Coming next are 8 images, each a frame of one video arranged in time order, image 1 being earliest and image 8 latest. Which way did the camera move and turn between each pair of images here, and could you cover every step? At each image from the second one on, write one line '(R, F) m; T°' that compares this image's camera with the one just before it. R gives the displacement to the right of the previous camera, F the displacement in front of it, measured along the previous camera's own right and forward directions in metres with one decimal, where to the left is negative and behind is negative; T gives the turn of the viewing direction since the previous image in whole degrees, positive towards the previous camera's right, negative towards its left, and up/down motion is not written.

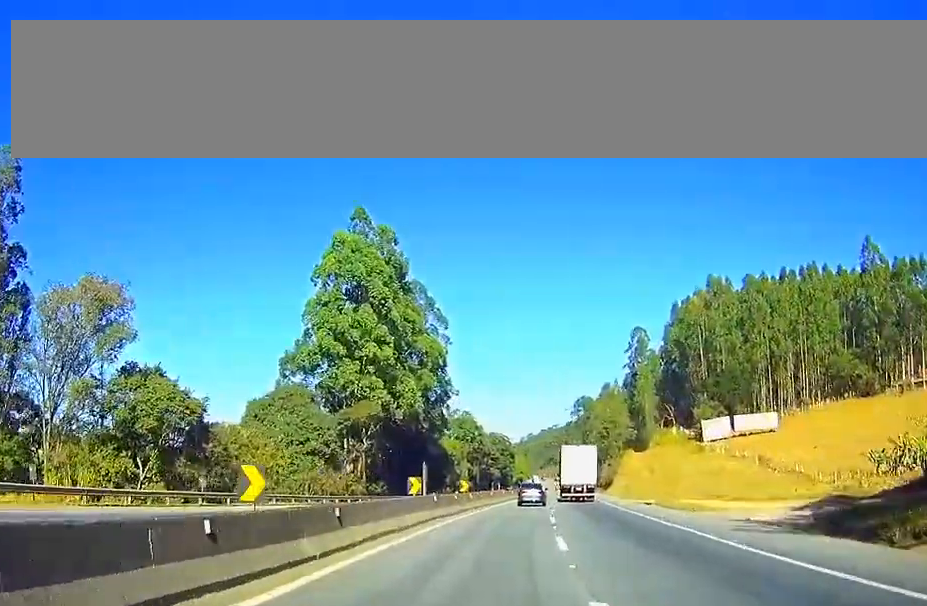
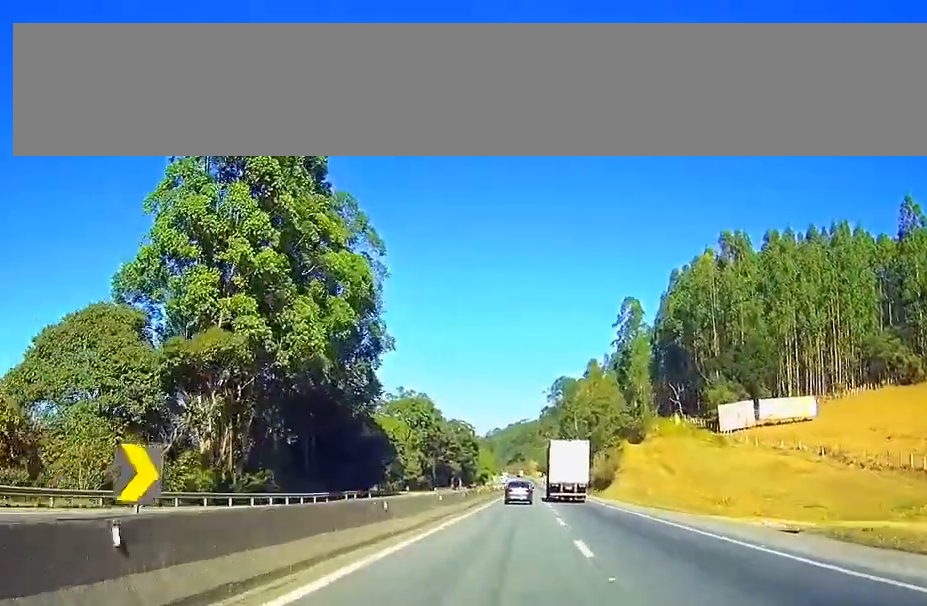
(+1.8, +36.1) m; +7°
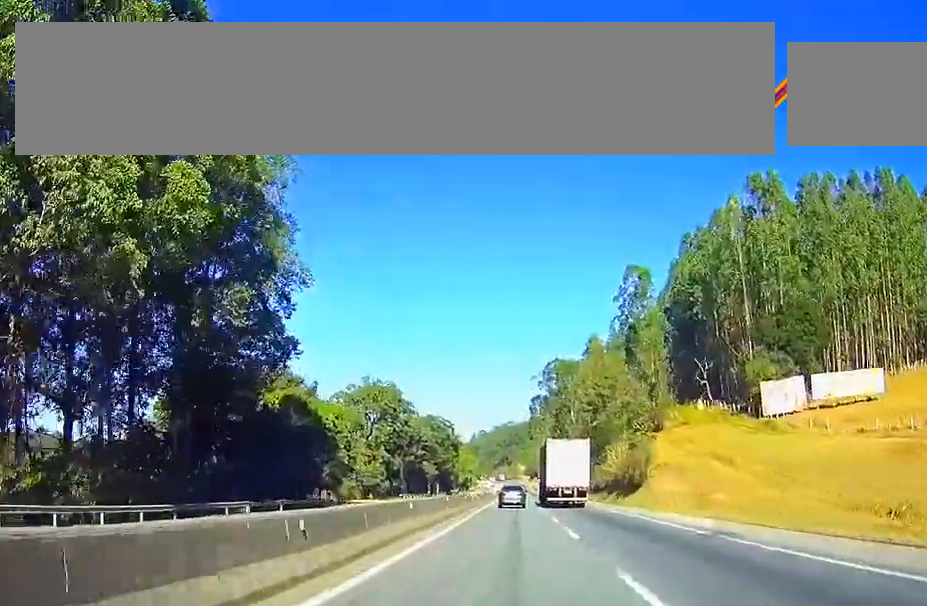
(+1.1, +33.8) m; +2°
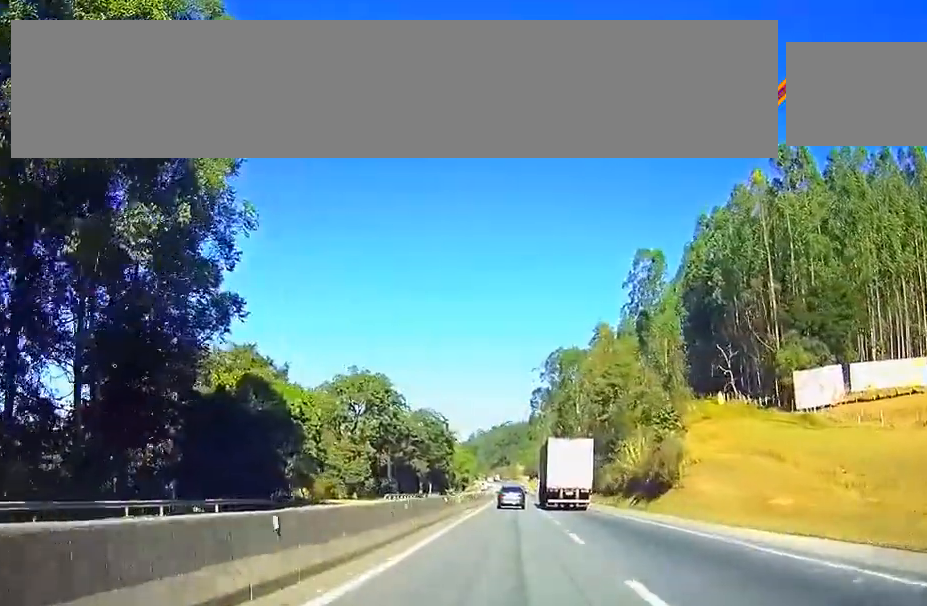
(0.0, +14.4) m; 0°
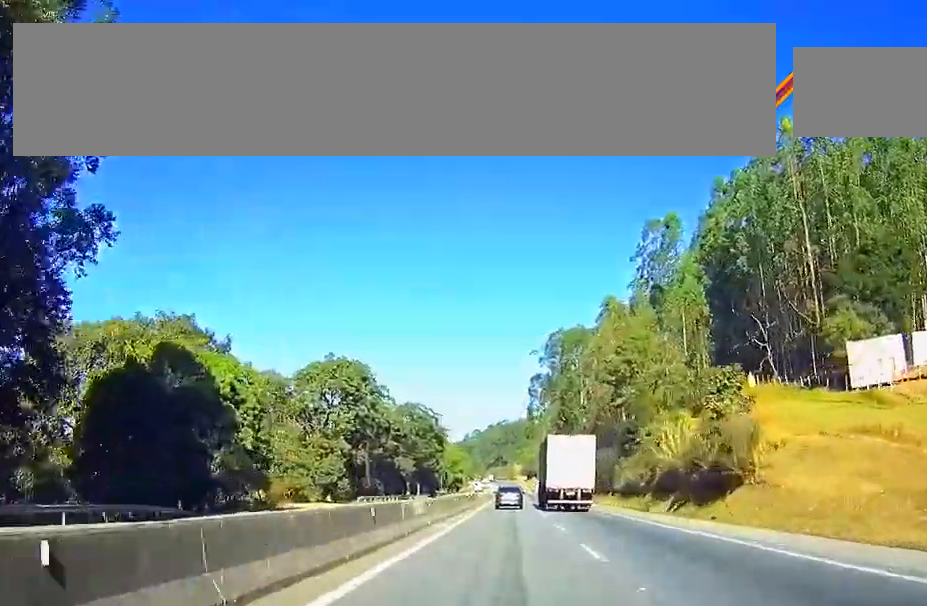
(0.0, +18.6) m; +1°
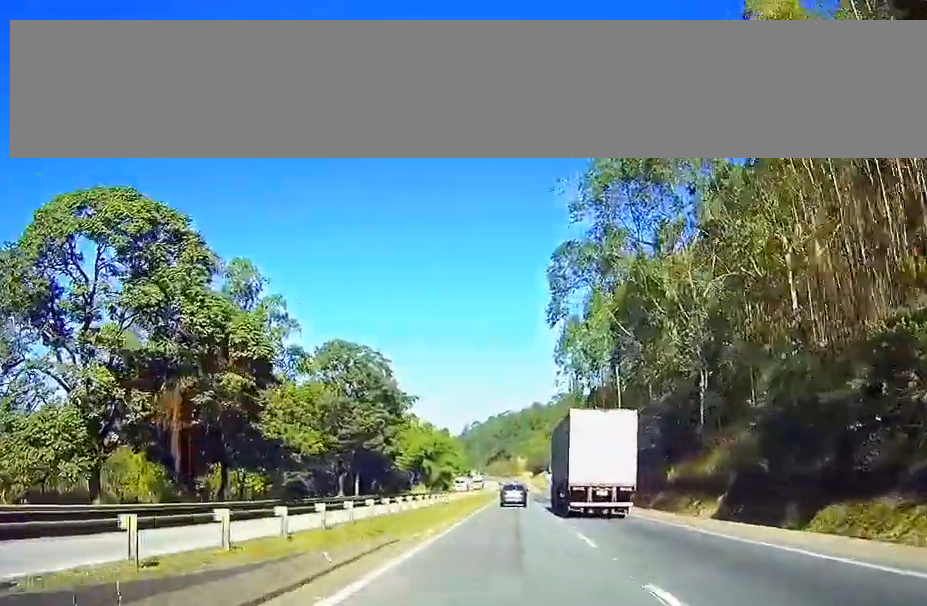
(+6.6, +71.7) m; +9°
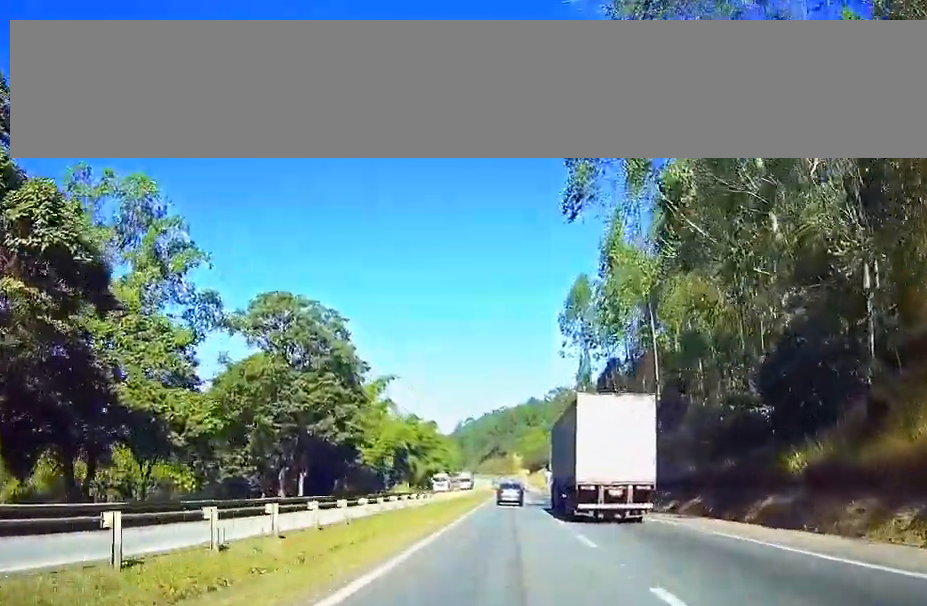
(+0.2, +24.9) m; 0°
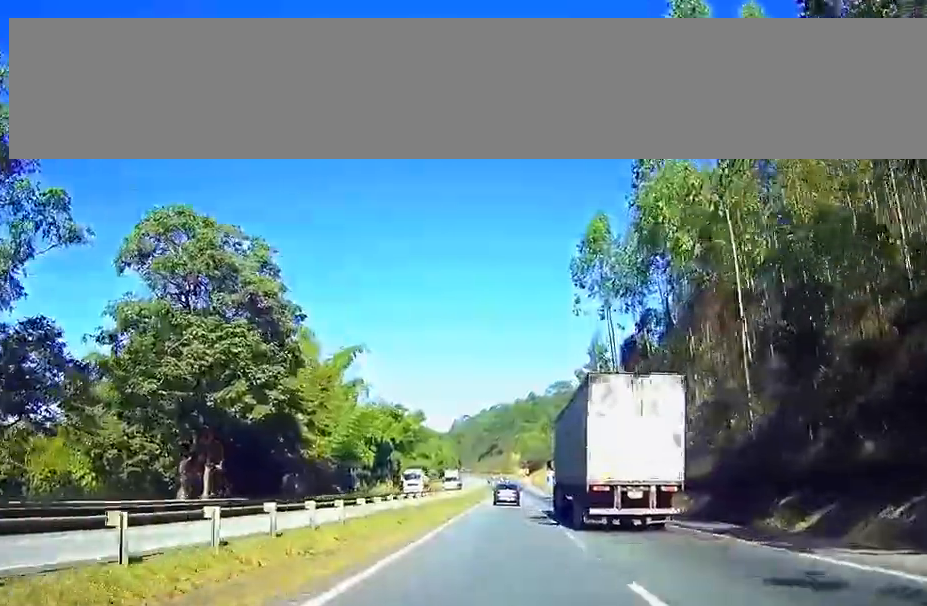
(0.0, +23.8) m; 0°
